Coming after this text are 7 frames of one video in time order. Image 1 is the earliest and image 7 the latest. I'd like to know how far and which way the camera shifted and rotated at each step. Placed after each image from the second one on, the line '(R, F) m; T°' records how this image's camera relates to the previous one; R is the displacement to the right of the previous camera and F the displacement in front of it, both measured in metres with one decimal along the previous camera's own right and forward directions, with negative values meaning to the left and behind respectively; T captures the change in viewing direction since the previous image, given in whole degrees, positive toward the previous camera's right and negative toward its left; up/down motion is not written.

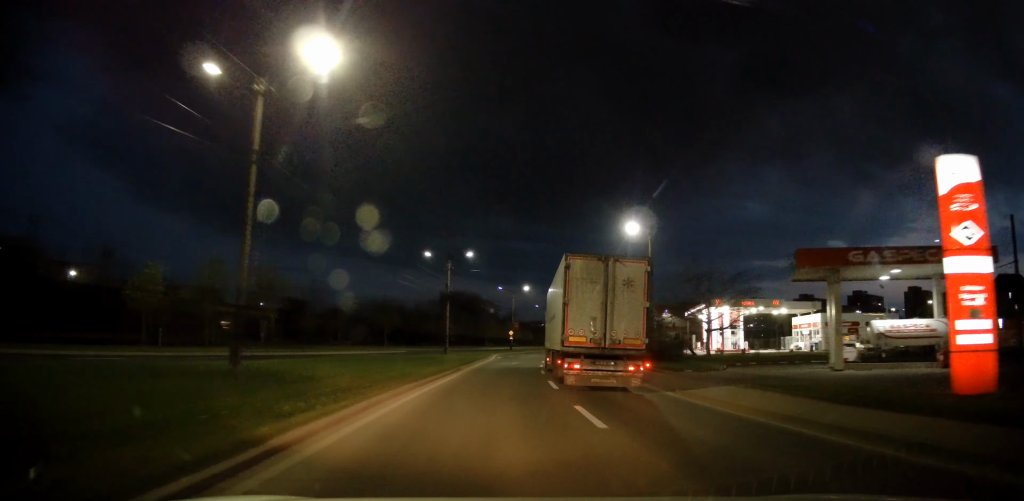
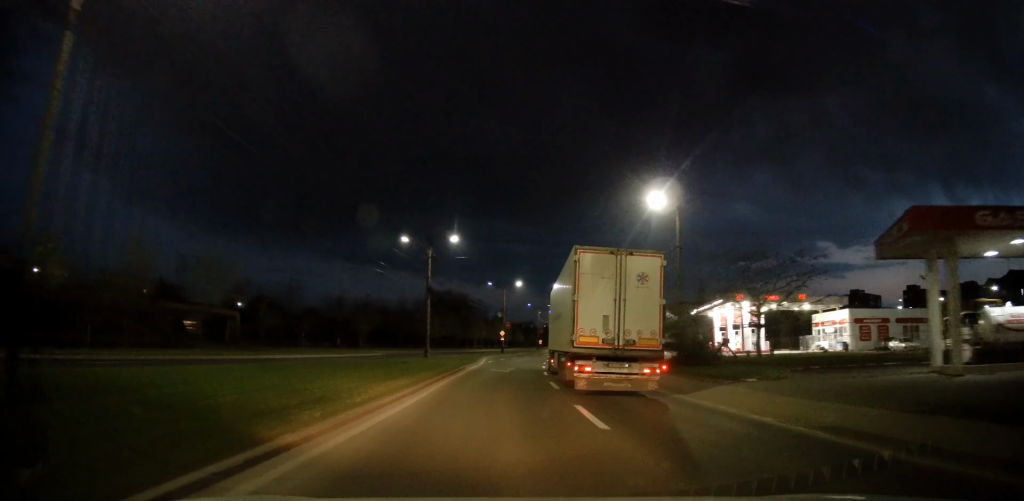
(+0.2, +7.8) m; +1°
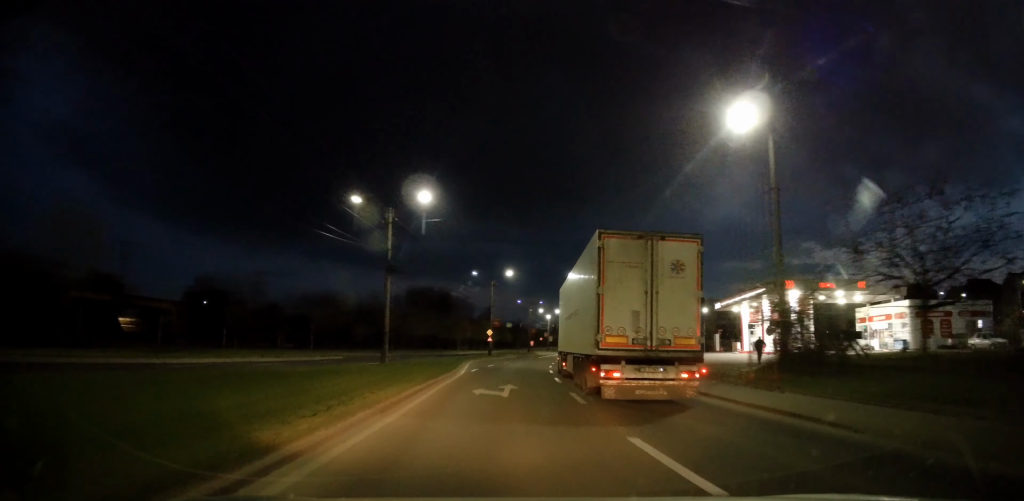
(+0.1, +12.6) m; +1°
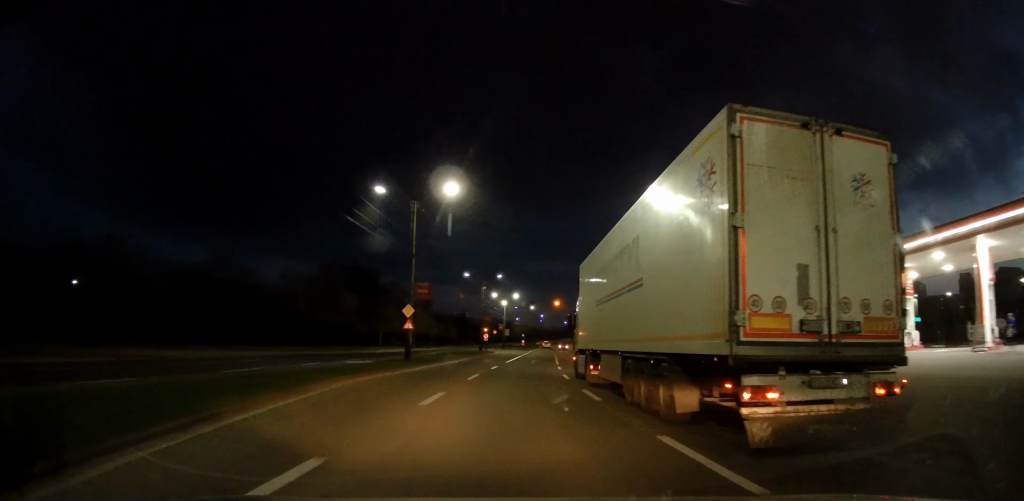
(+1.6, +32.0) m; +7°
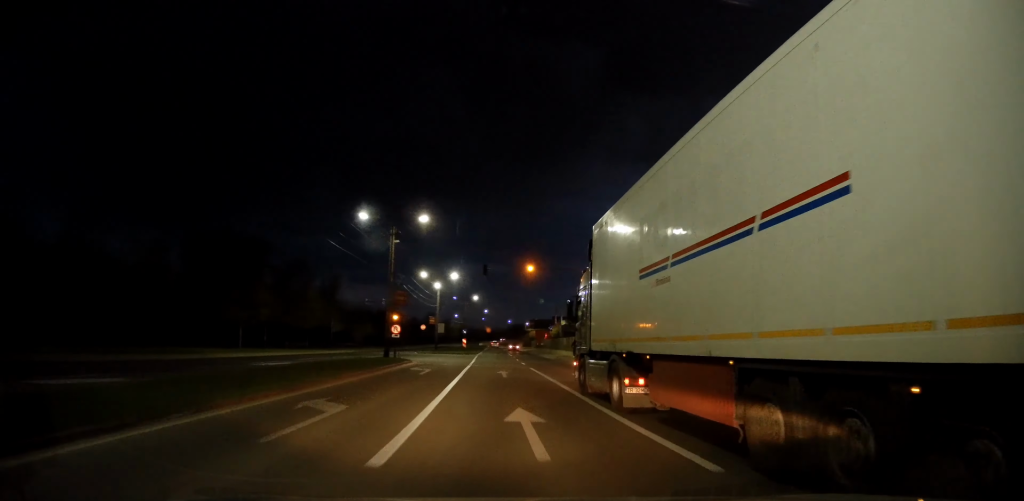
(+1.7, +29.9) m; +5°
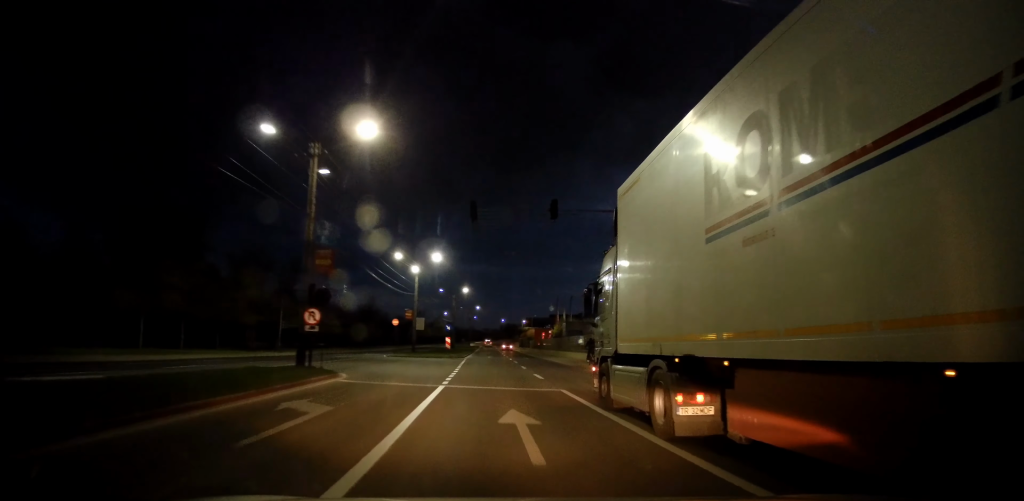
(+0.2, +14.9) m; +1°
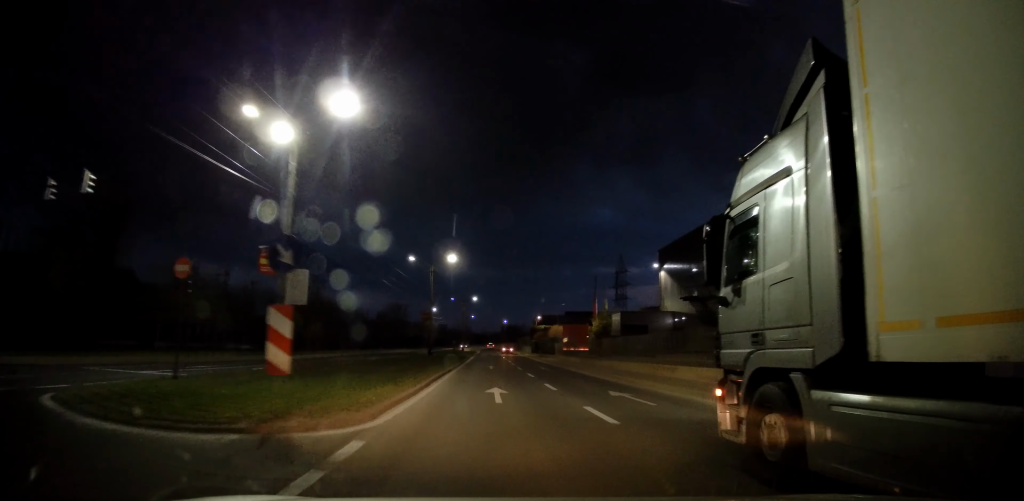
(+0.5, +36.5) m; +1°
